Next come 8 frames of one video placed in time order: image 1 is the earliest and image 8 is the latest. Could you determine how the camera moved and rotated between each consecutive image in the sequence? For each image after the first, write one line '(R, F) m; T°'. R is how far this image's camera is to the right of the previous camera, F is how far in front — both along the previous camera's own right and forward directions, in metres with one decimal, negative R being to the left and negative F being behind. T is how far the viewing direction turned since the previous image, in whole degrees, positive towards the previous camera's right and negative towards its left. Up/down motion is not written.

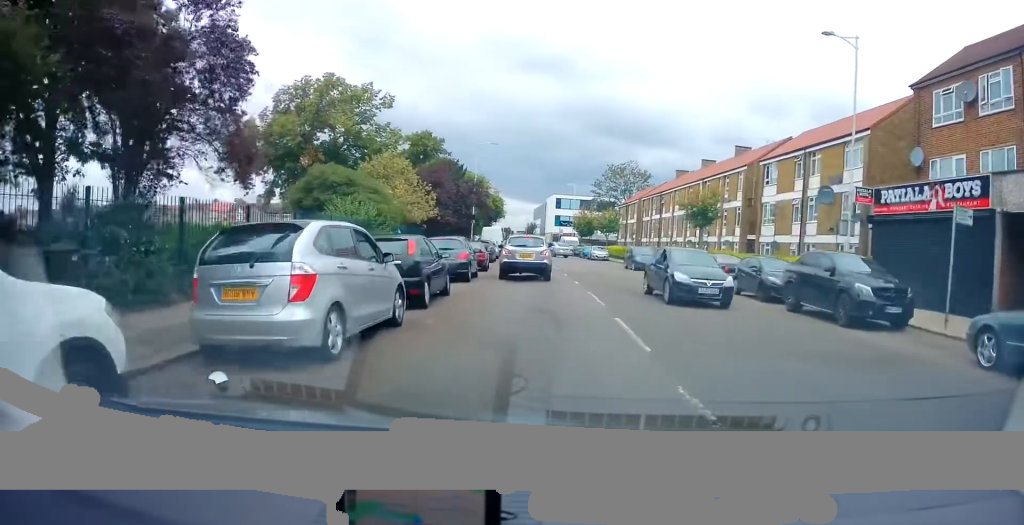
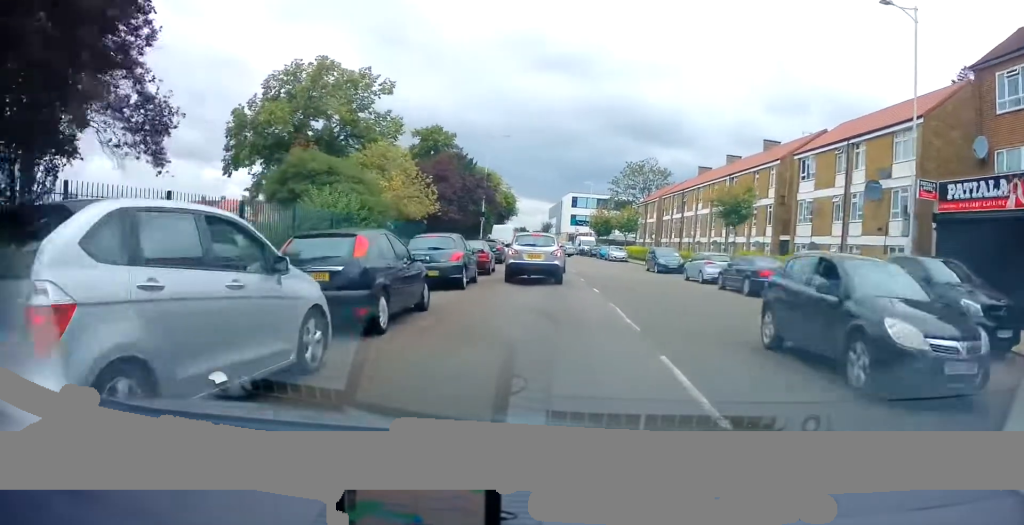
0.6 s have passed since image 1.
(0.0, +3.3) m; -2°
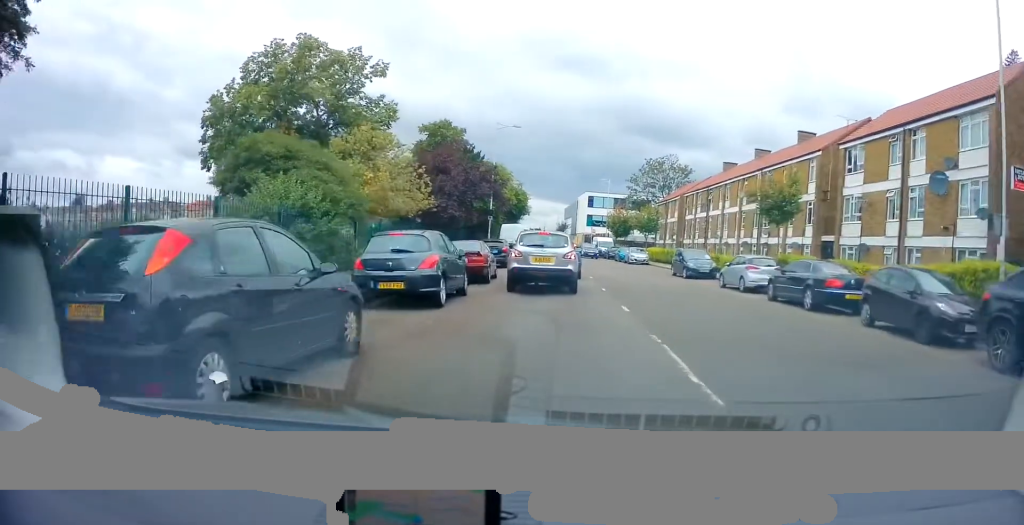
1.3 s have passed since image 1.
(-0.1, +4.1) m; -4°
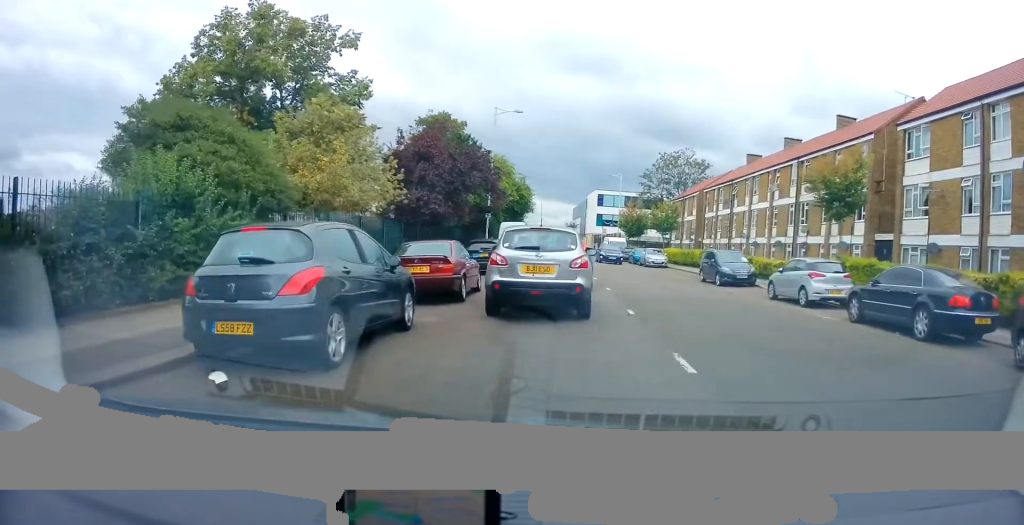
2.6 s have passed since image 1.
(-0.4, +5.0) m; -4°
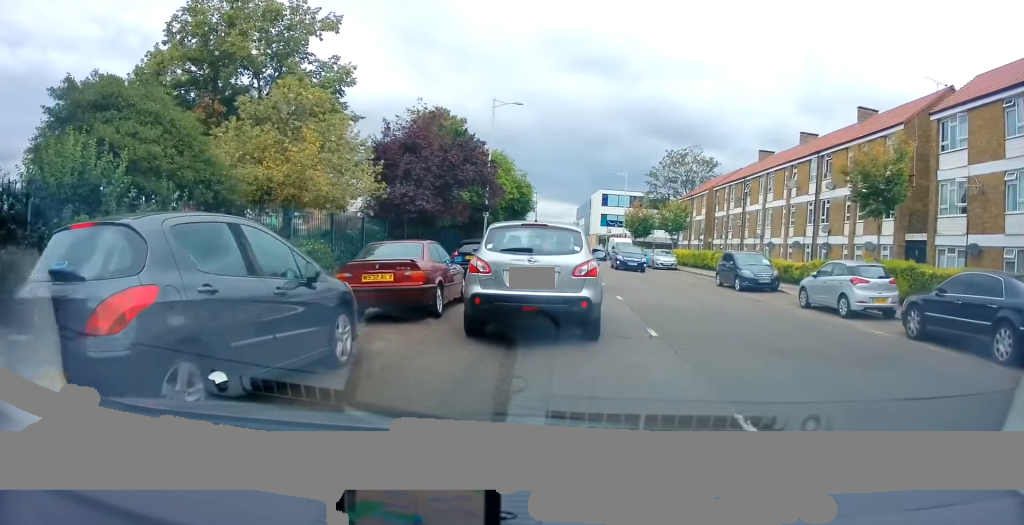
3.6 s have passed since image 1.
(0.0, +2.5) m; 0°
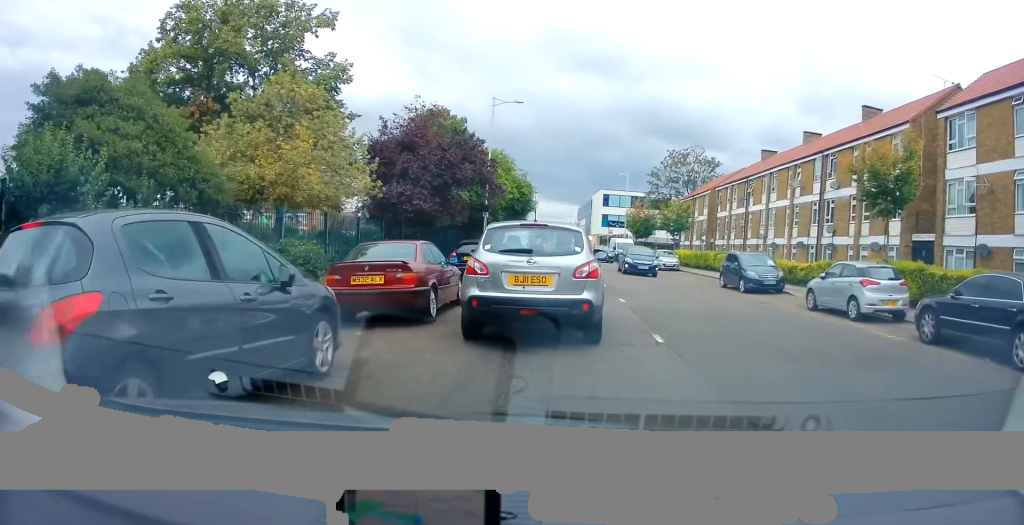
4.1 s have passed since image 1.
(0.0, +0.6) m; 0°
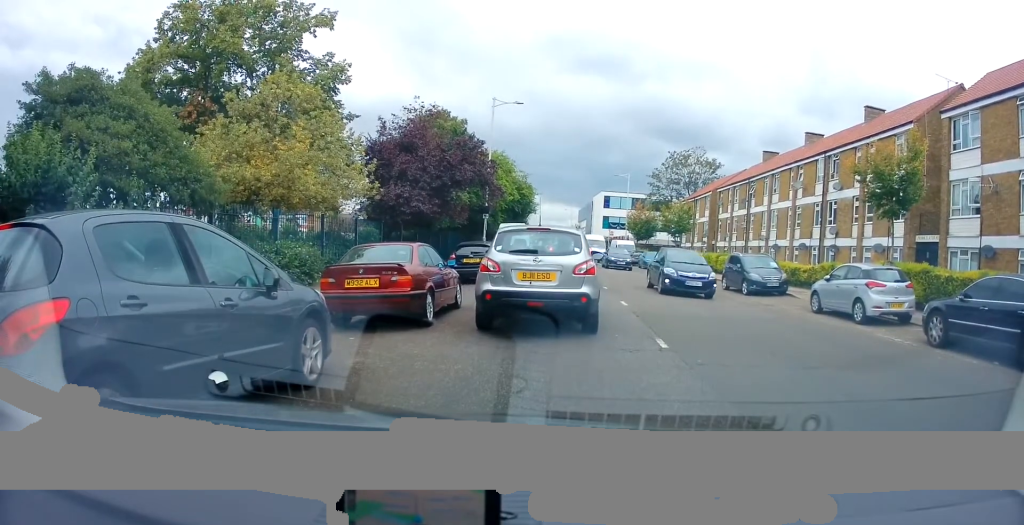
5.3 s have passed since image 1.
(0.0, +0.5) m; 0°
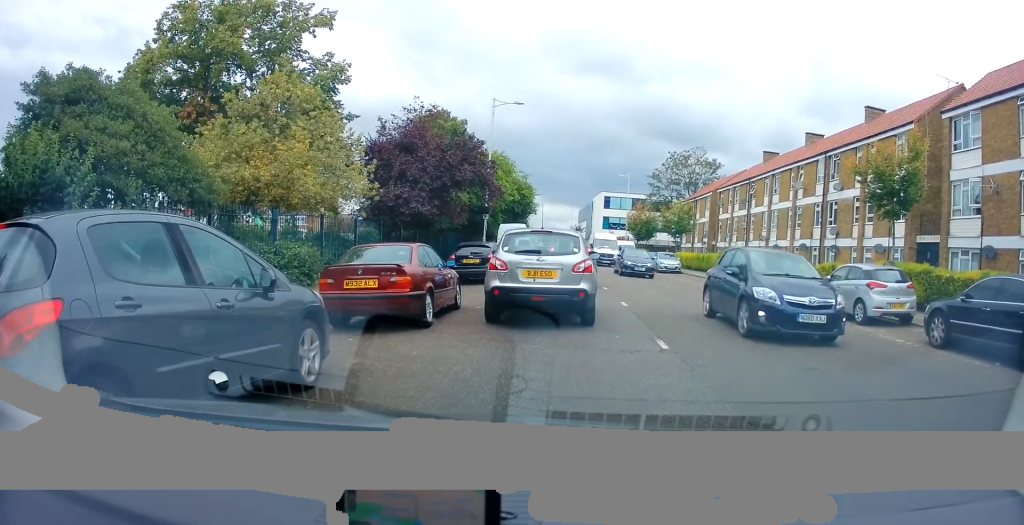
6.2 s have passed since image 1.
(0.0, +0.1) m; 0°
